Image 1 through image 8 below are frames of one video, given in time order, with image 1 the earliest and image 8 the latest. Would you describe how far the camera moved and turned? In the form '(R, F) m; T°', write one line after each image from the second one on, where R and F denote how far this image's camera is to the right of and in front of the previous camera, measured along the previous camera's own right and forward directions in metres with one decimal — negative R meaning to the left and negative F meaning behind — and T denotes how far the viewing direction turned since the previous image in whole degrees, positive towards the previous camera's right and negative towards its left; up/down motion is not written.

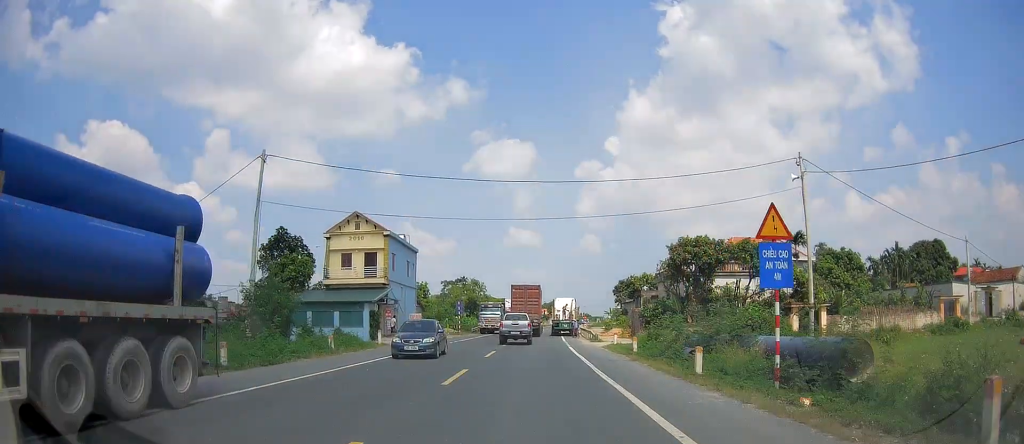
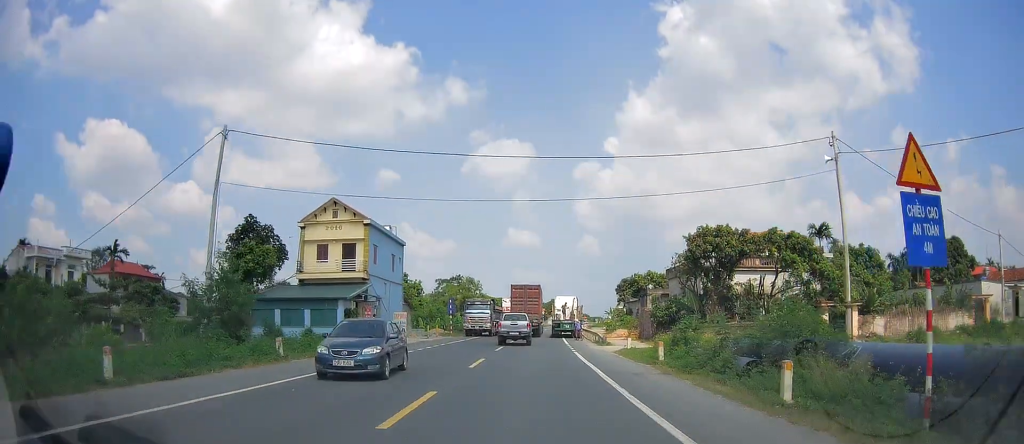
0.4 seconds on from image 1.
(+0.1, +5.2) m; 0°
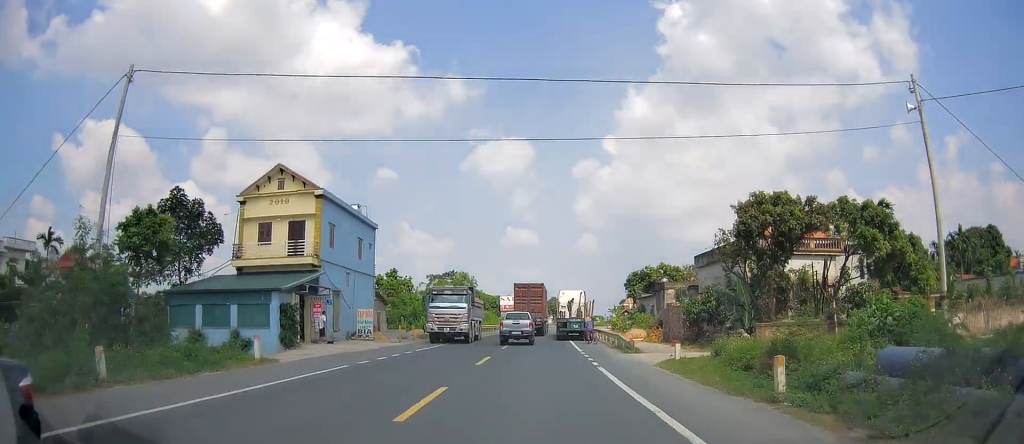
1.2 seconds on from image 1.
(0.0, +9.4) m; -1°
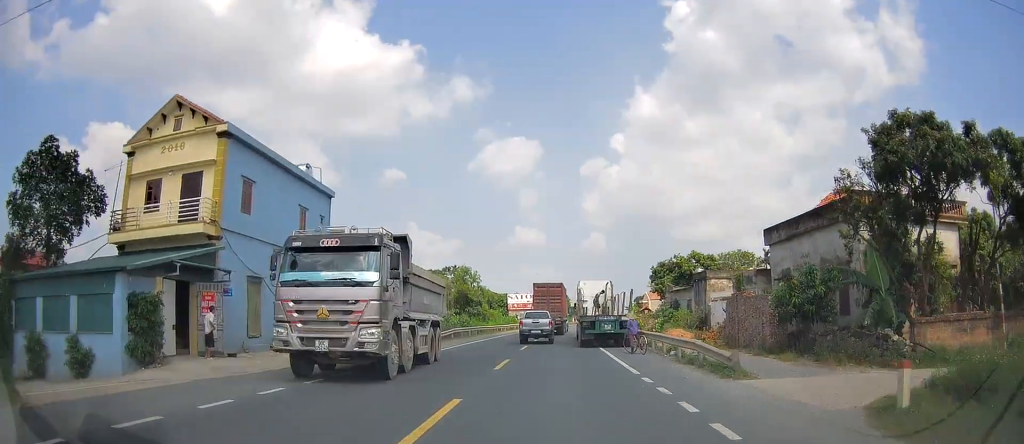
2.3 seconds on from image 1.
(-0.2, +11.9) m; 0°
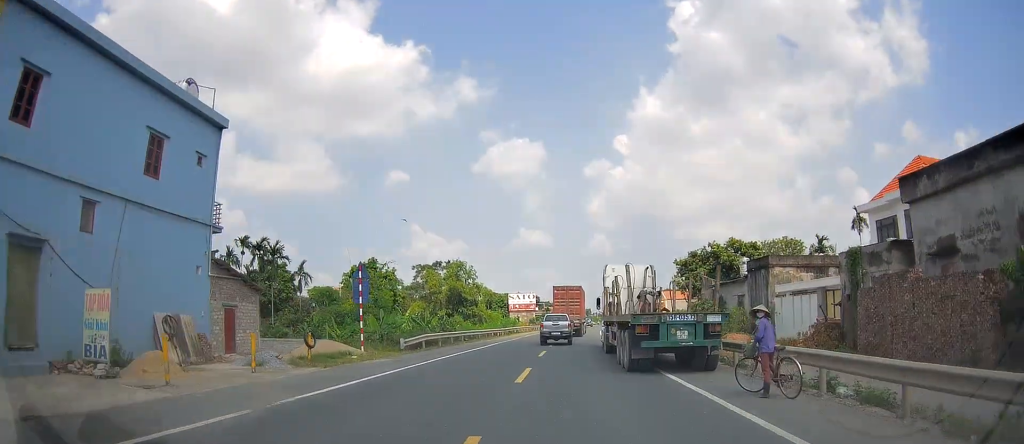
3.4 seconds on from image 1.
(+0.2, +13.1) m; 0°
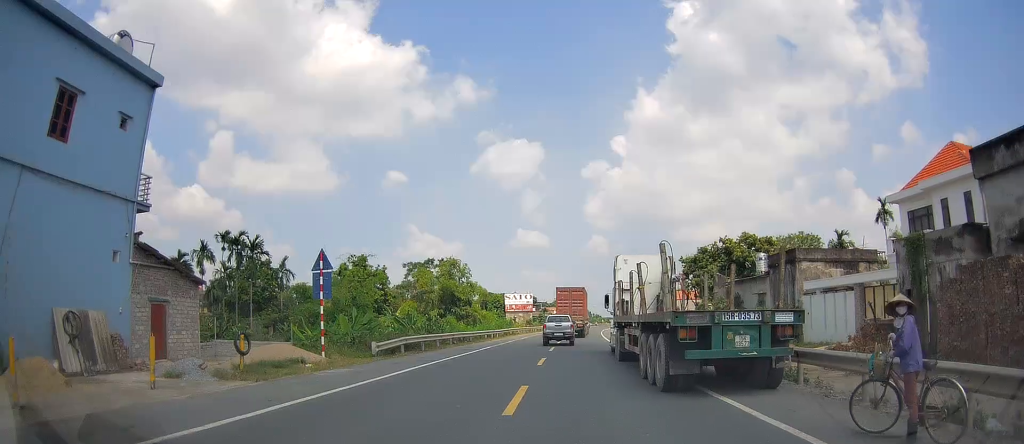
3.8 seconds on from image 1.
(0.0, +4.4) m; 0°
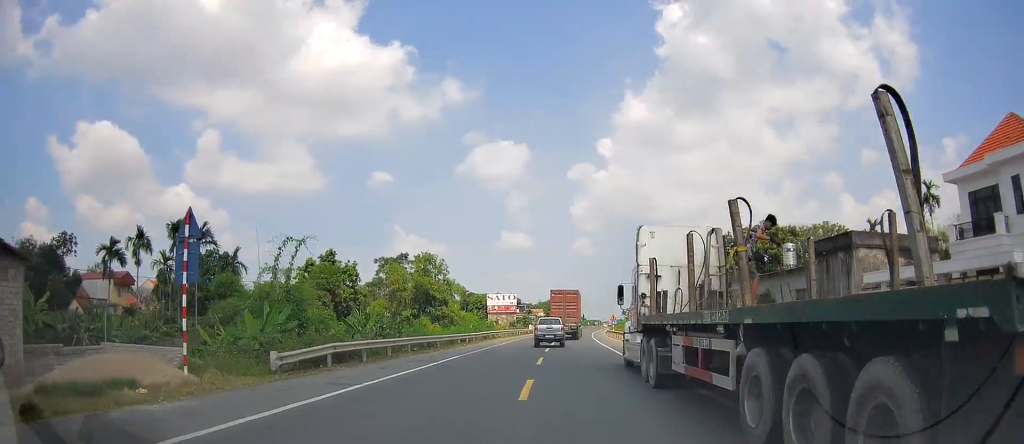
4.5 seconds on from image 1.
(-0.2, +7.6) m; 0°
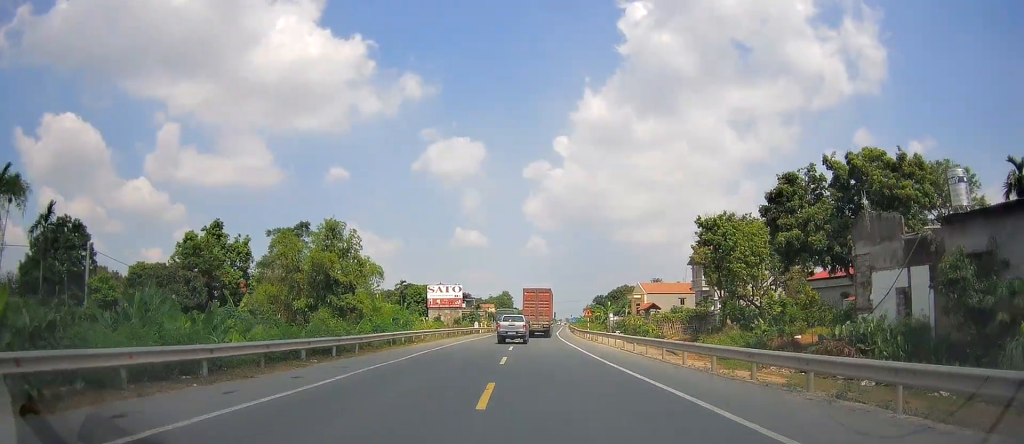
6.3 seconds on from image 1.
(+0.6, +20.4) m; +4°
